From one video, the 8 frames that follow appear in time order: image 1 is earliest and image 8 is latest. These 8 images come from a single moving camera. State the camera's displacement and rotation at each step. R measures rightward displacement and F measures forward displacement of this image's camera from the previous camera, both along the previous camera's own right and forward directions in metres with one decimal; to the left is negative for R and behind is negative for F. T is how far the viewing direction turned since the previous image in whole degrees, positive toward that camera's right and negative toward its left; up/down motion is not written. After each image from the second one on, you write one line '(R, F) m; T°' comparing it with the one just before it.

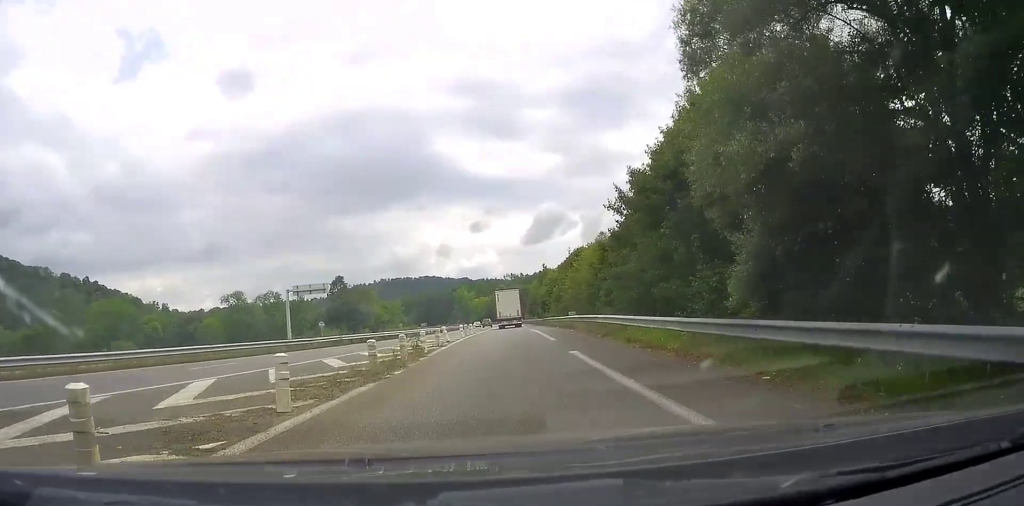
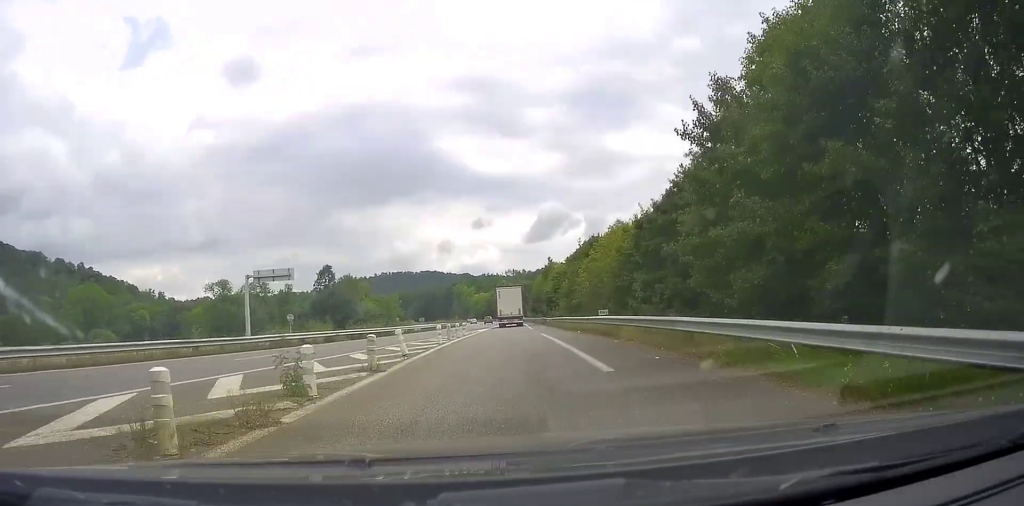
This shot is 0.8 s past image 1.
(+0.5, +11.8) m; +2°
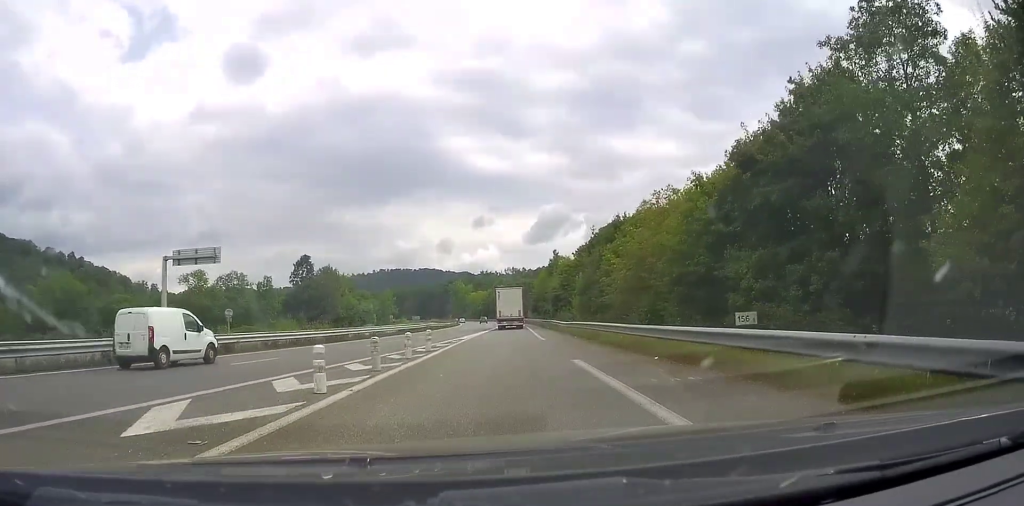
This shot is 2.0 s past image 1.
(0.0, +16.5) m; -1°
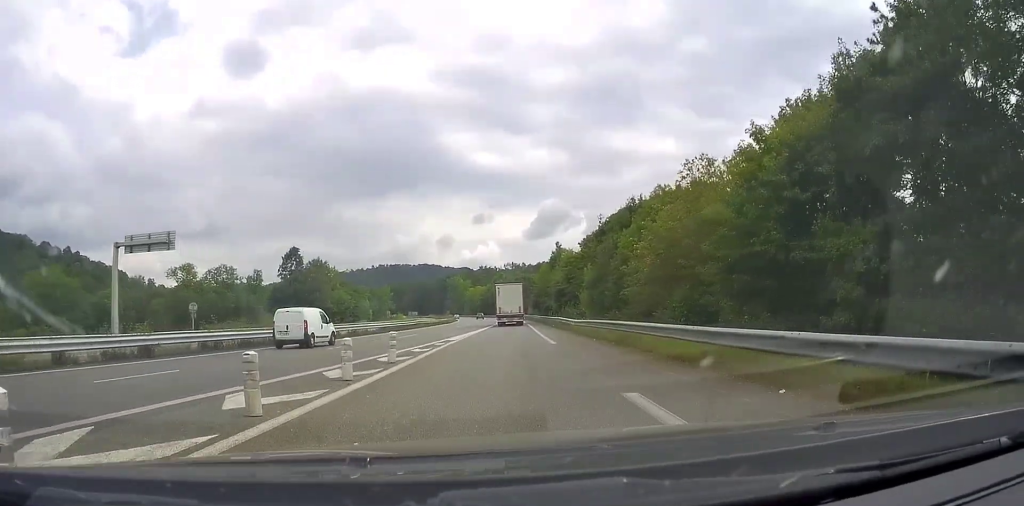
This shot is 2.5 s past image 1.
(-0.1, +6.7) m; 0°
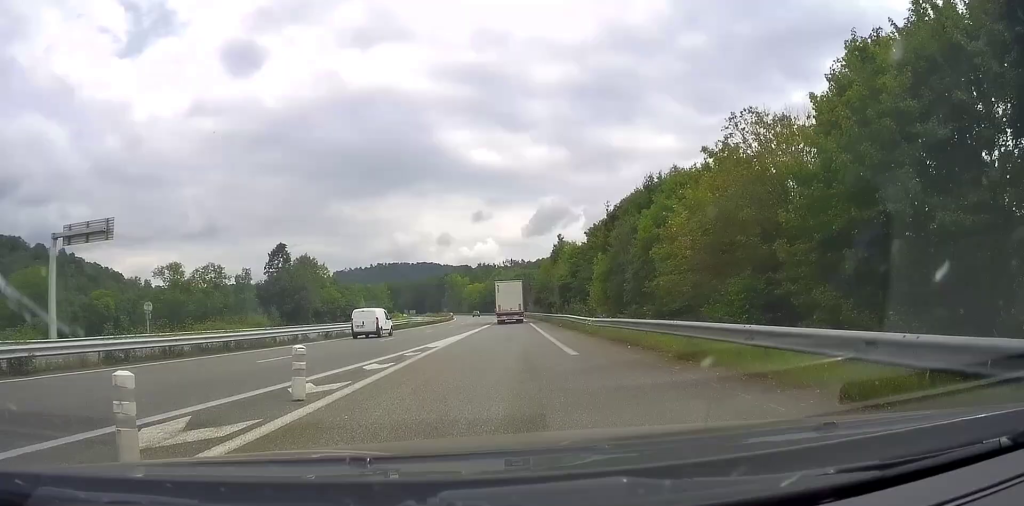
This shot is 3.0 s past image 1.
(-0.3, +6.6) m; +1°
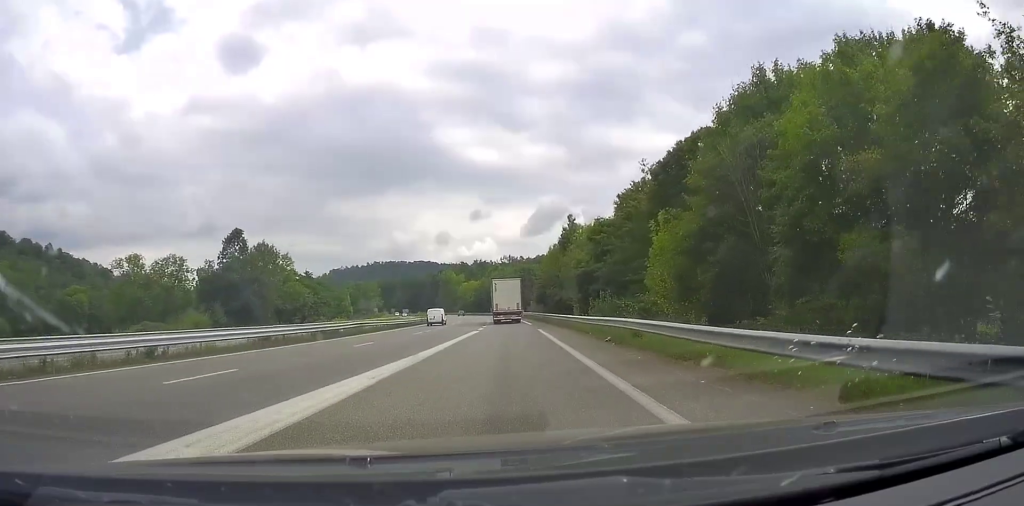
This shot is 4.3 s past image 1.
(+0.8, +18.6) m; +1°
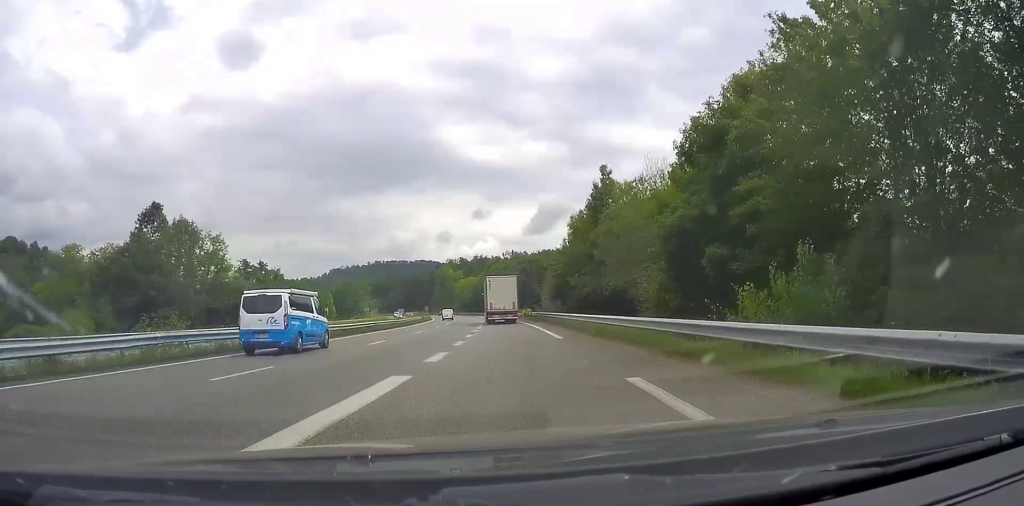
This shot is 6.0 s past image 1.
(-0.8, +24.5) m; -1°
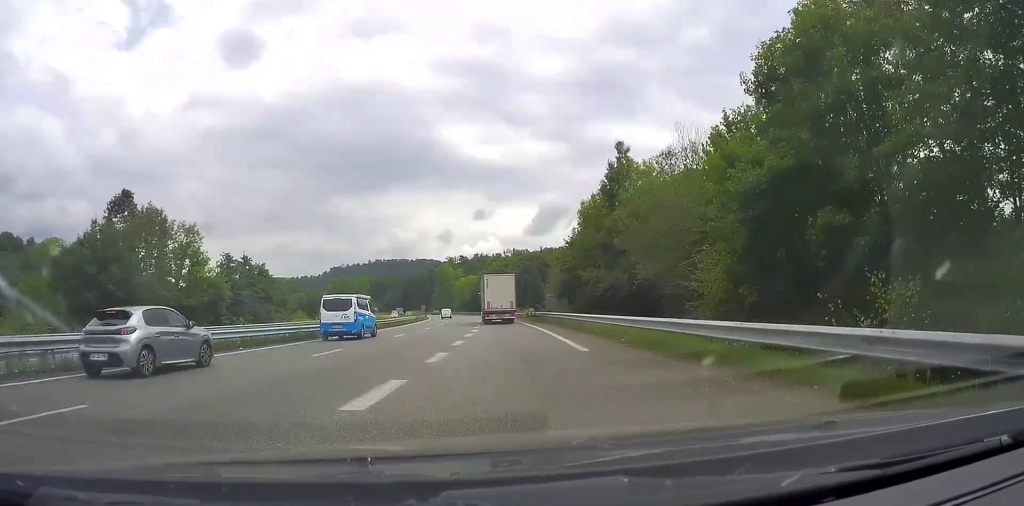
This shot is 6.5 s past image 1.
(0.0, +6.7) m; 0°
